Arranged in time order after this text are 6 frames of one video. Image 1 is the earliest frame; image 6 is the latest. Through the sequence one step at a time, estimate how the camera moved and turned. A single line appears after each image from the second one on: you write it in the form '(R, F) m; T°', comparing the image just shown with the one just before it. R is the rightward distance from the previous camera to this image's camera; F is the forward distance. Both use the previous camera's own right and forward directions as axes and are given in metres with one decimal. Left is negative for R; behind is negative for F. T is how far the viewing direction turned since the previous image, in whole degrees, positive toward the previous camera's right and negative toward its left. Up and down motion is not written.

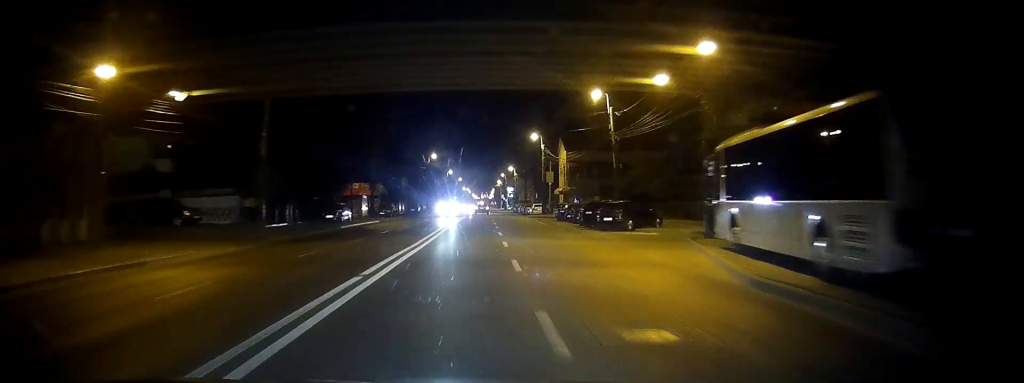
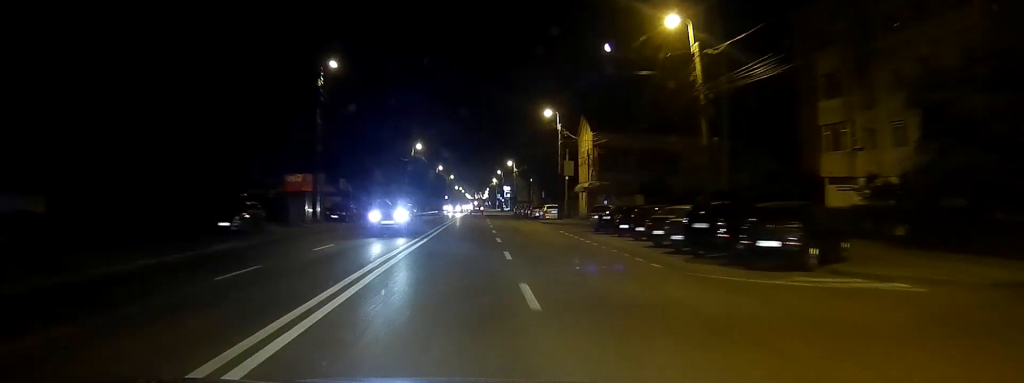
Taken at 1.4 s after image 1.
(+0.3, +22.3) m; +1°
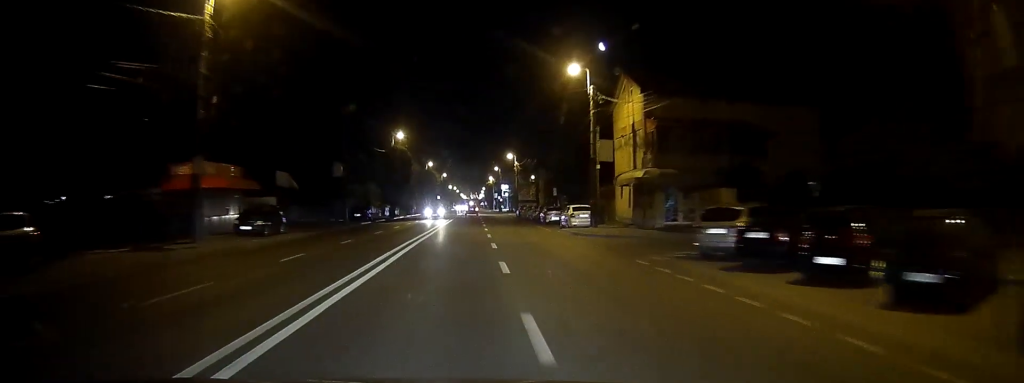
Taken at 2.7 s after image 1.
(0.0, +20.4) m; 0°
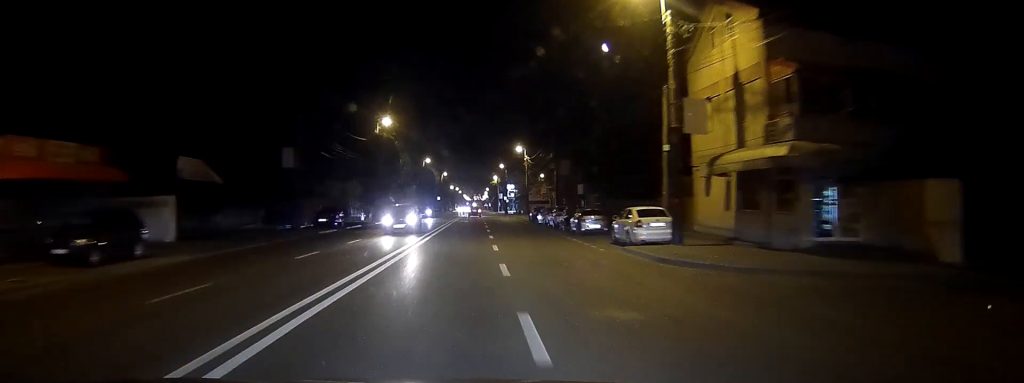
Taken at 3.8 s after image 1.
(0.0, +17.1) m; 0°
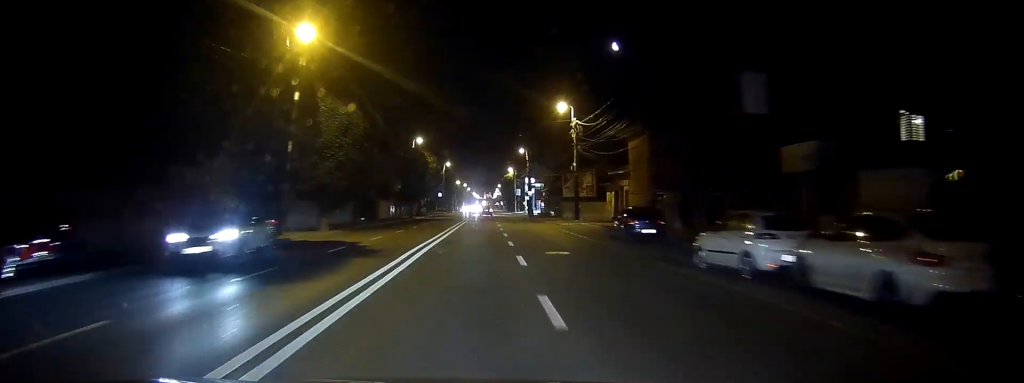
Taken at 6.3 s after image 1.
(-0.3, +40.7) m; -1°
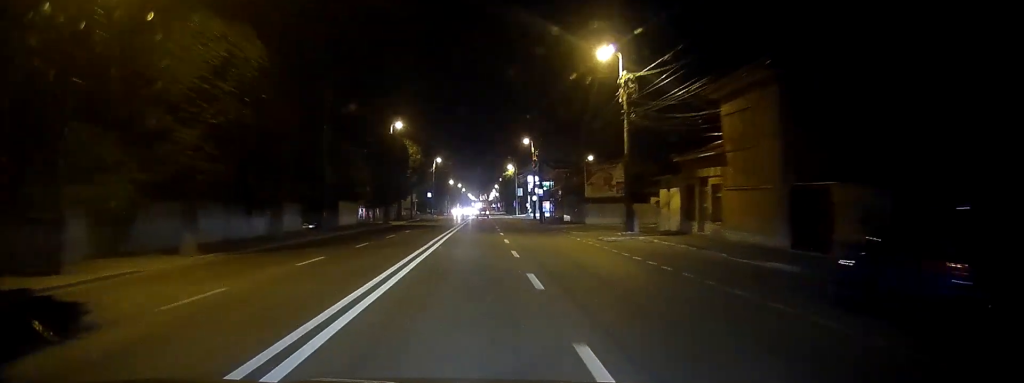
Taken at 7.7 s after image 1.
(-0.1, +21.0) m; -1°
